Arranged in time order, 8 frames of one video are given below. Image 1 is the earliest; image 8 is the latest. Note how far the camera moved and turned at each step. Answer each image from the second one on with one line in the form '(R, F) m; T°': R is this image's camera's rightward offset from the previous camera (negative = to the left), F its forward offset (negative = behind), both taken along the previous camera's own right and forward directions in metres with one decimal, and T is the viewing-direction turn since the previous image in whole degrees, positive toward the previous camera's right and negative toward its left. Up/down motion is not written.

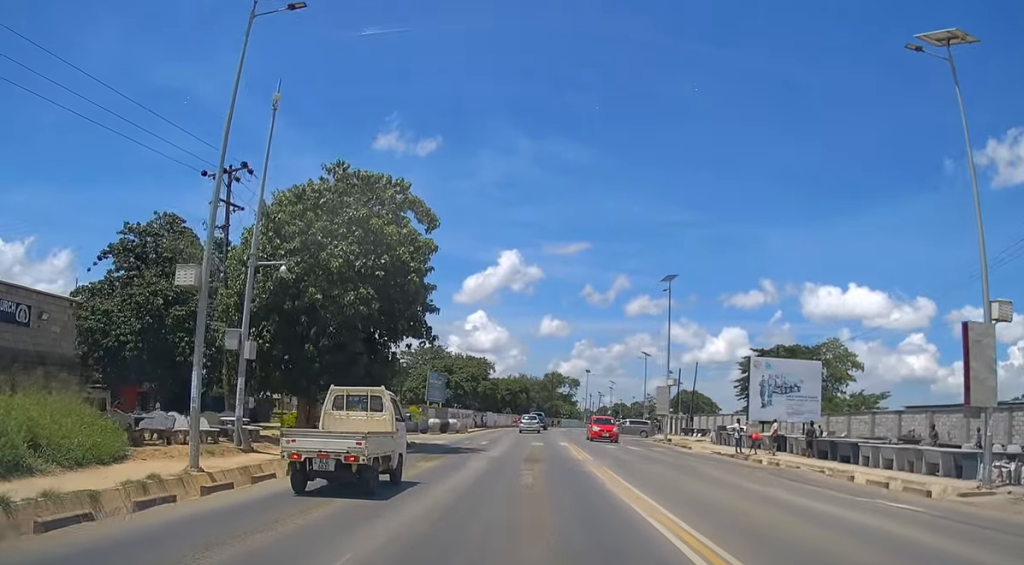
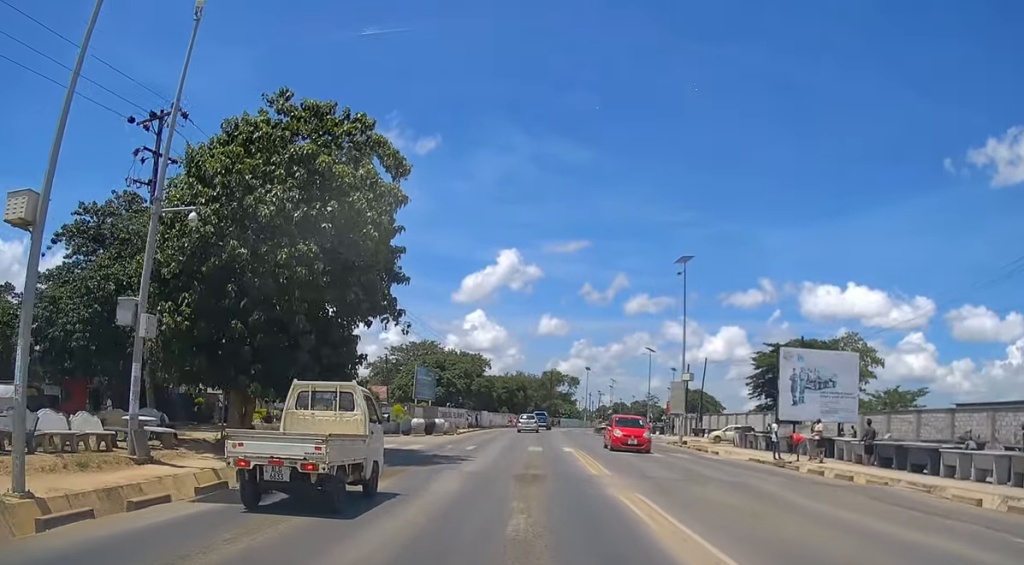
(0.0, +5.9) m; 0°
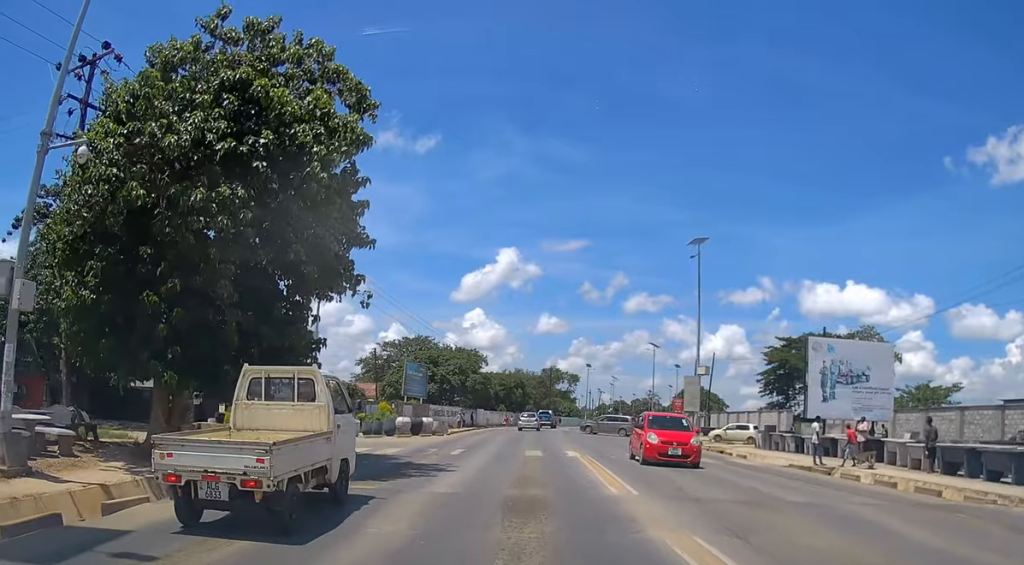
(0.0, +4.4) m; 0°
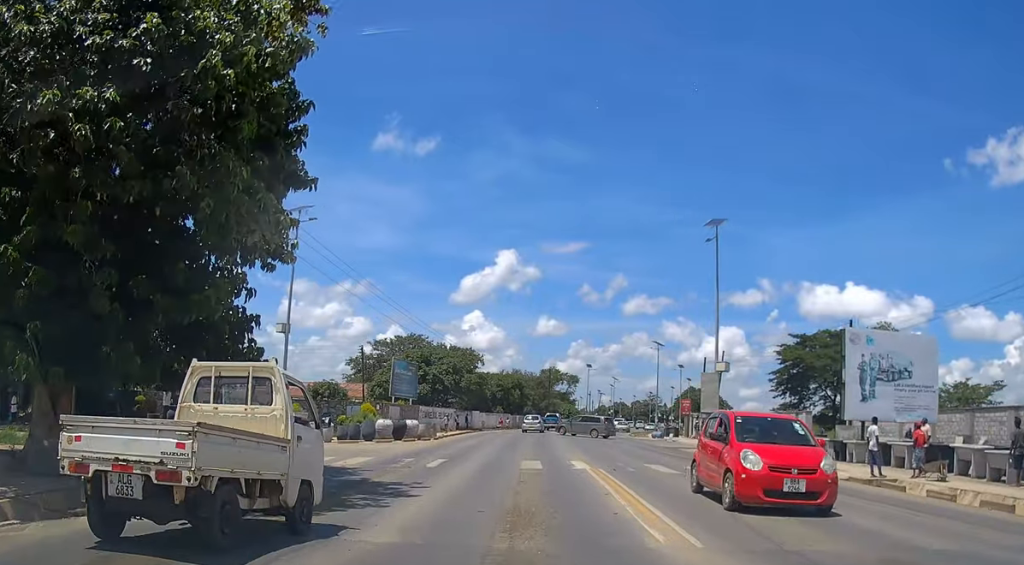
(0.0, +4.6) m; -1°
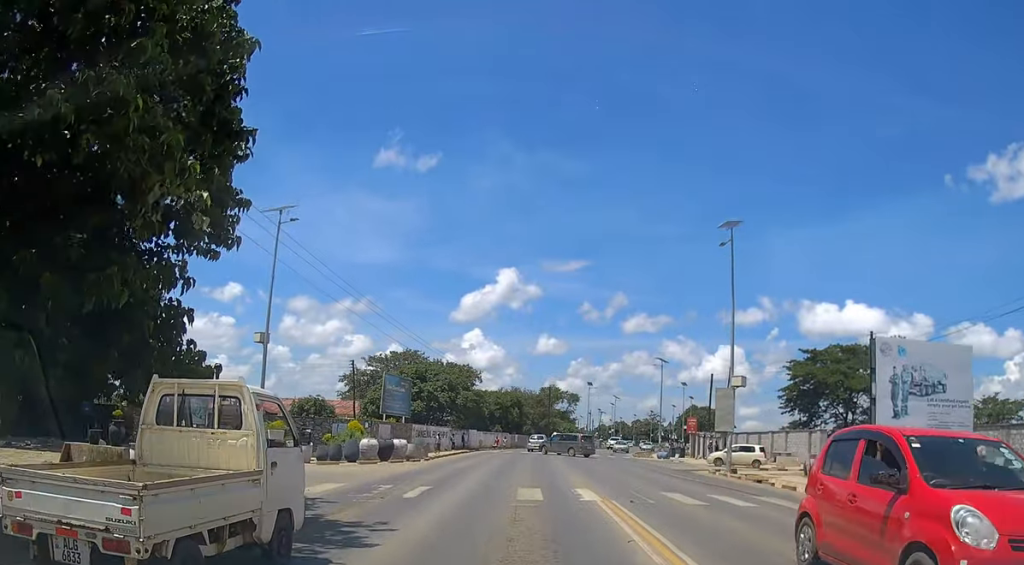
(0.0, +3.0) m; 0°
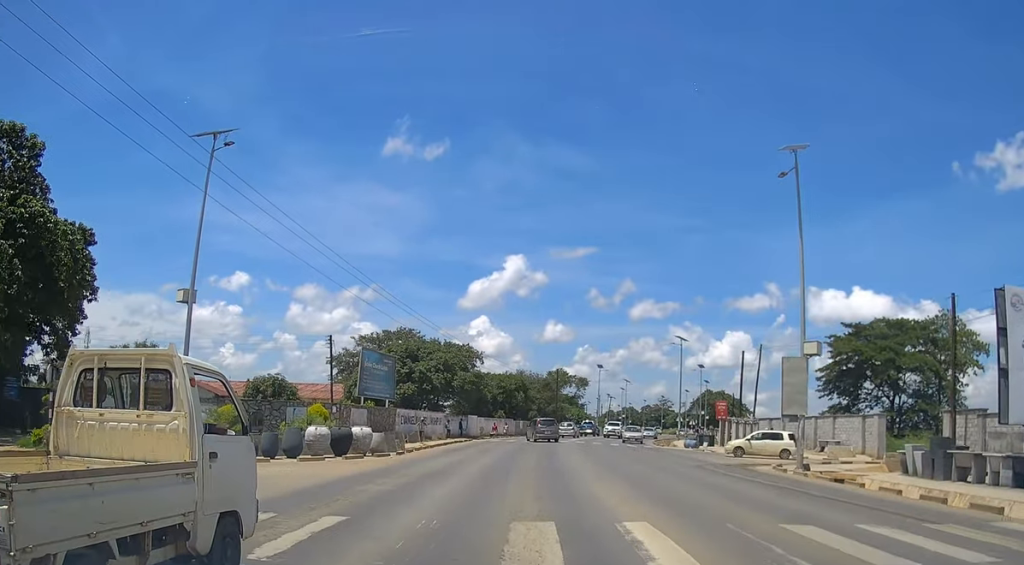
(+0.1, +8.2) m; +1°
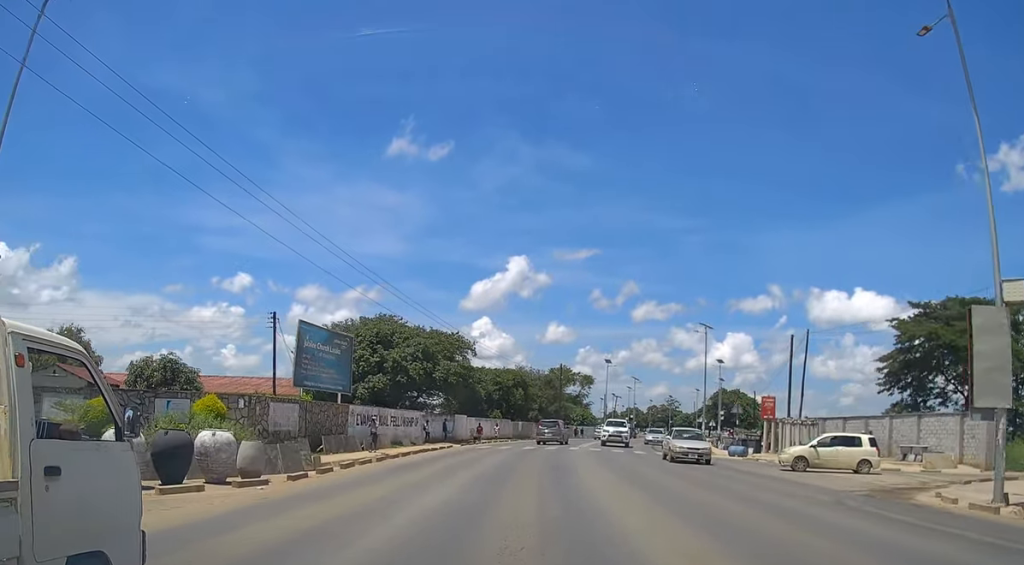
(-0.3, +11.5) m; -1°
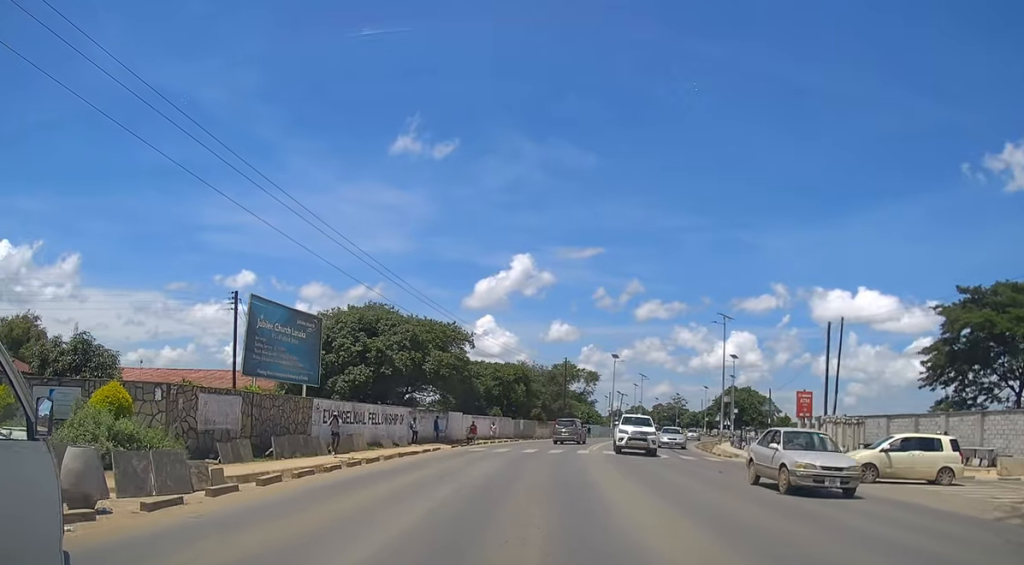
(0.0, +5.9) m; +1°
